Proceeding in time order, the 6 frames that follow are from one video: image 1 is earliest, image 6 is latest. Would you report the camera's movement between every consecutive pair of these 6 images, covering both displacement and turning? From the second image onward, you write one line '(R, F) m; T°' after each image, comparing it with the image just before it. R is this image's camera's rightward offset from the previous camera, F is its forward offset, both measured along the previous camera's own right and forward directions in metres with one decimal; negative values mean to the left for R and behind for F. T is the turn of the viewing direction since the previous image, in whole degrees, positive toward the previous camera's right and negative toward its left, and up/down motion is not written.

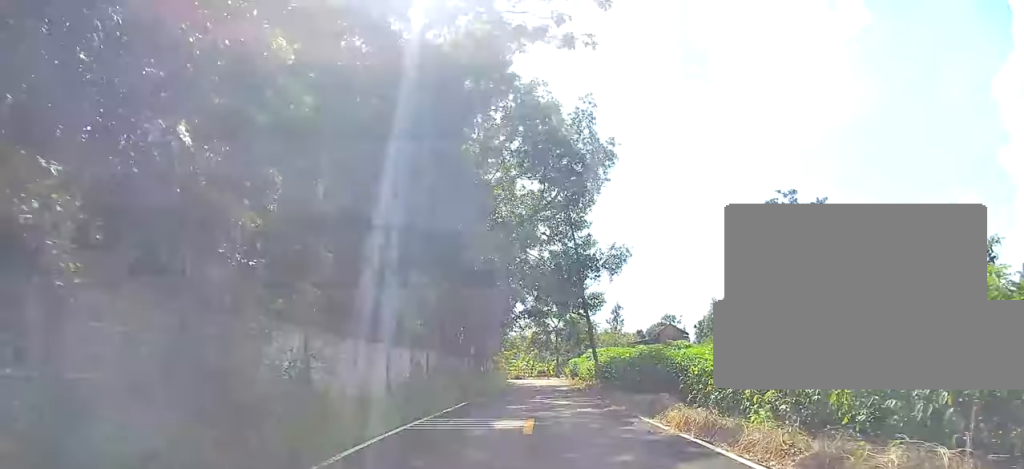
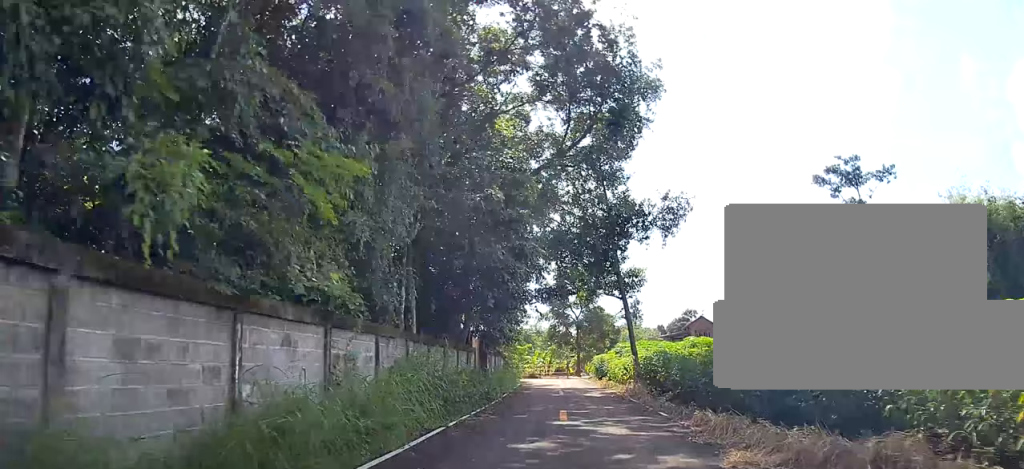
(+0.5, +11.2) m; +6°
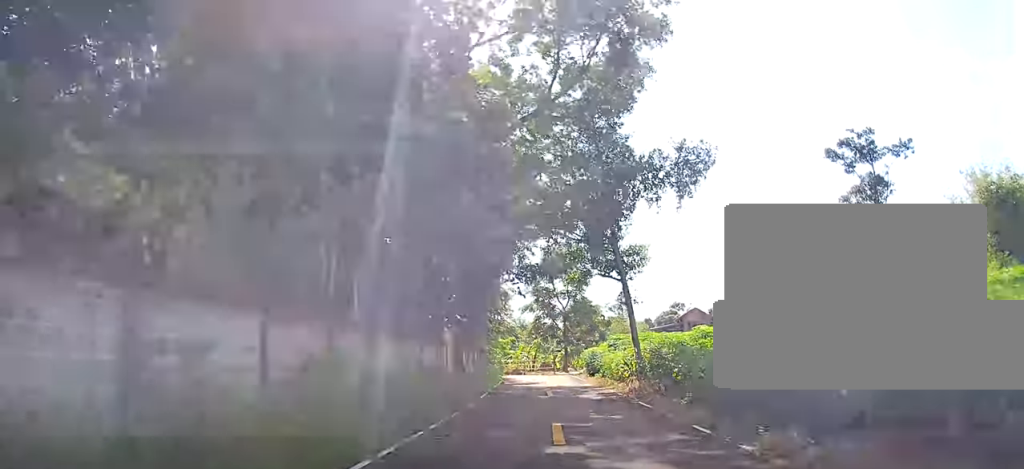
(-0.1, +5.9) m; +5°
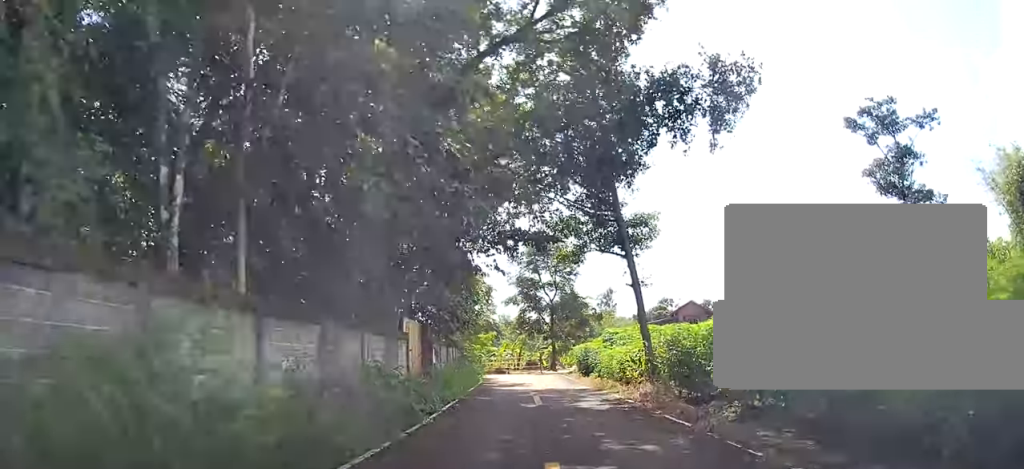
(+0.6, +5.5) m; +10°
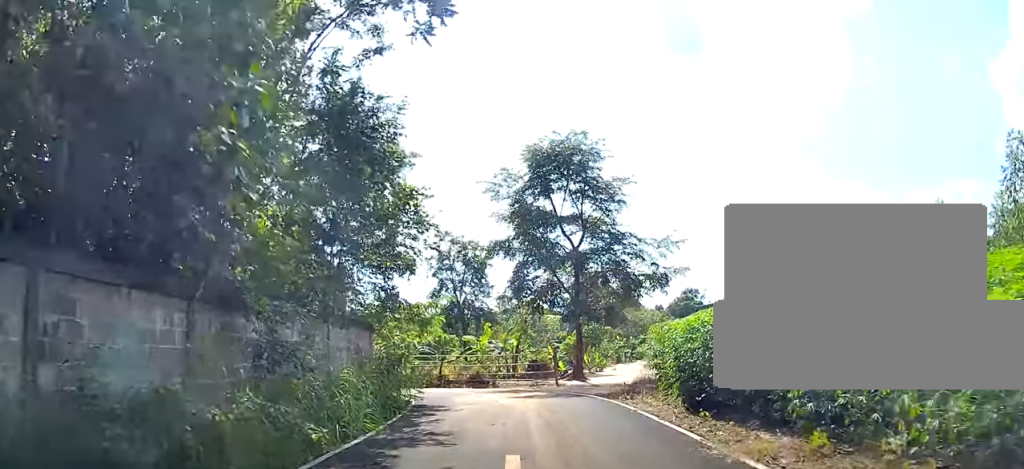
(+5.6, +24.6) m; +20°
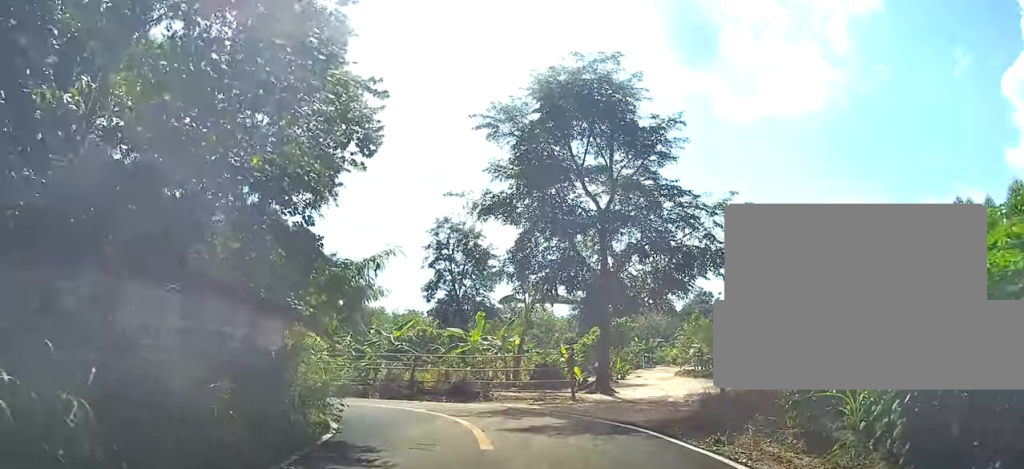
(+0.1, +7.8) m; -3°
